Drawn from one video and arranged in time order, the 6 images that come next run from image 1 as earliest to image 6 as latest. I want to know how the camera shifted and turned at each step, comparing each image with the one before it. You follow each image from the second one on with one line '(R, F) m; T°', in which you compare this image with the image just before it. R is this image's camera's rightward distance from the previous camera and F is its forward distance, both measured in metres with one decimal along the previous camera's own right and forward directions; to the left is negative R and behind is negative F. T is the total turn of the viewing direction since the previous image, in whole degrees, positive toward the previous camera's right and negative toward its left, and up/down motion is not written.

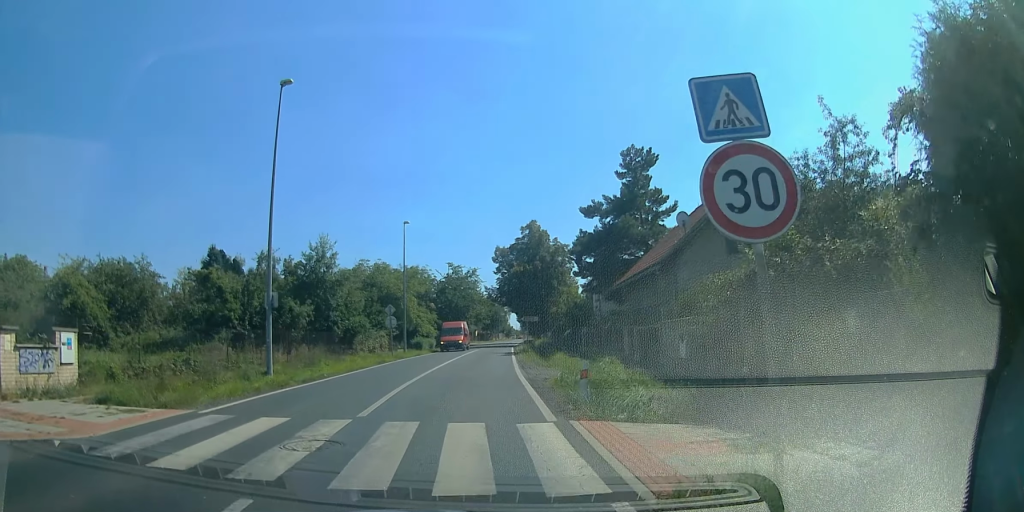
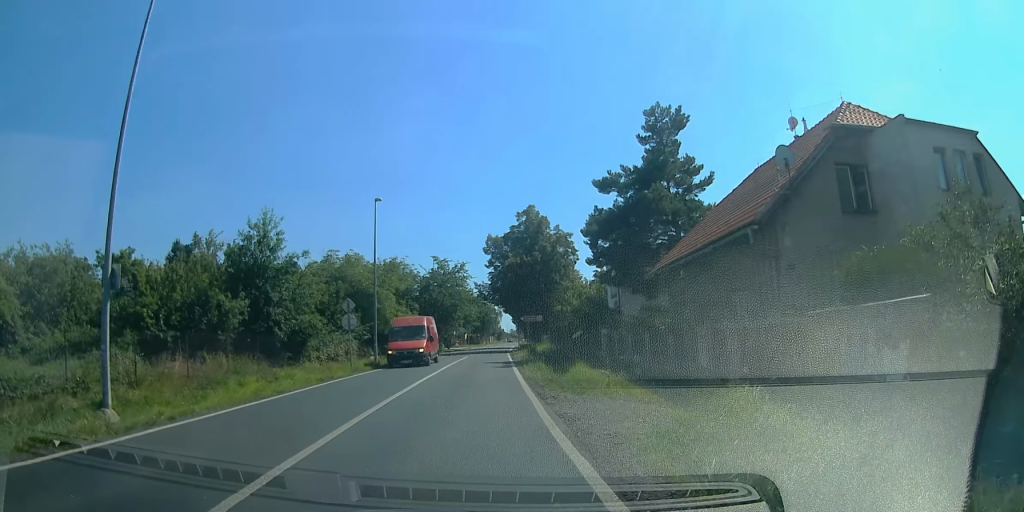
(0.0, +9.1) m; 0°
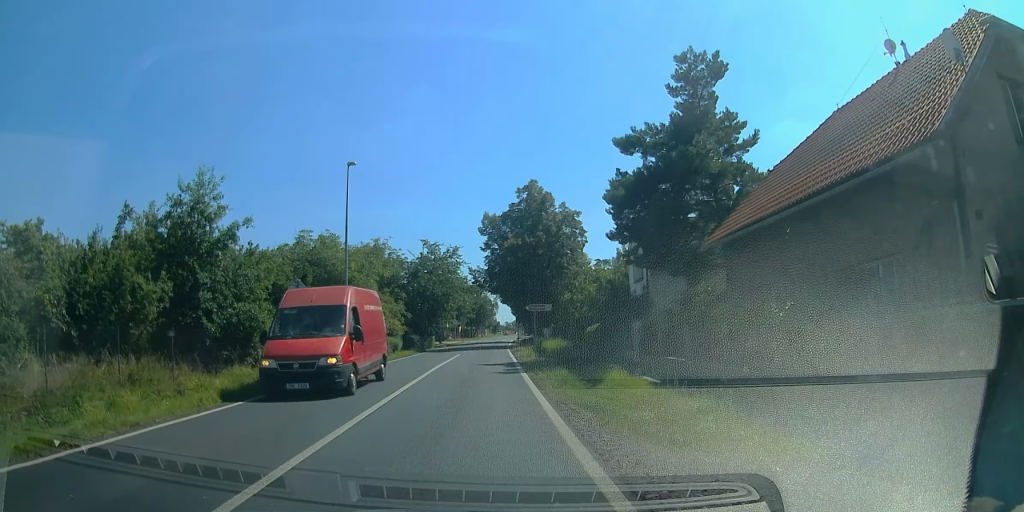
(0.0, +7.0) m; +3°
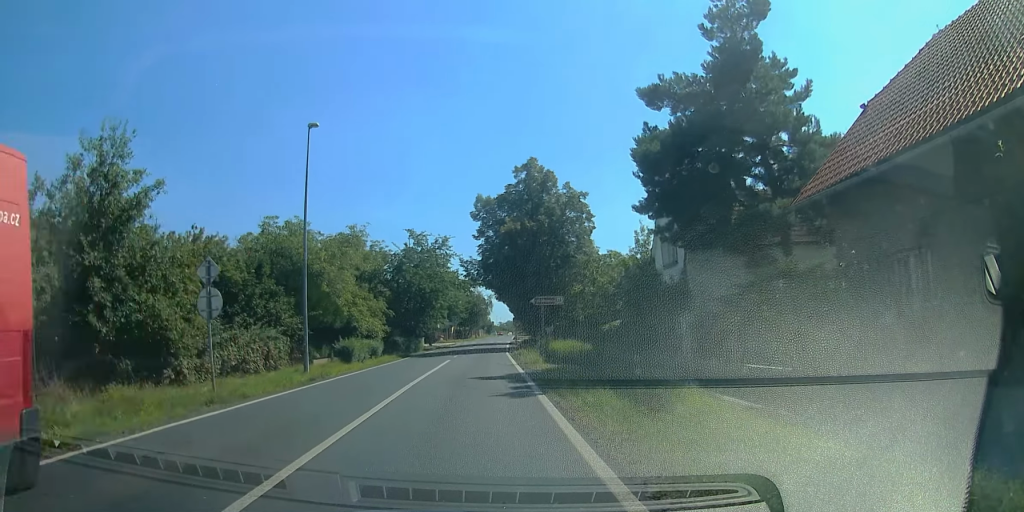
(+0.2, +6.3) m; +2°
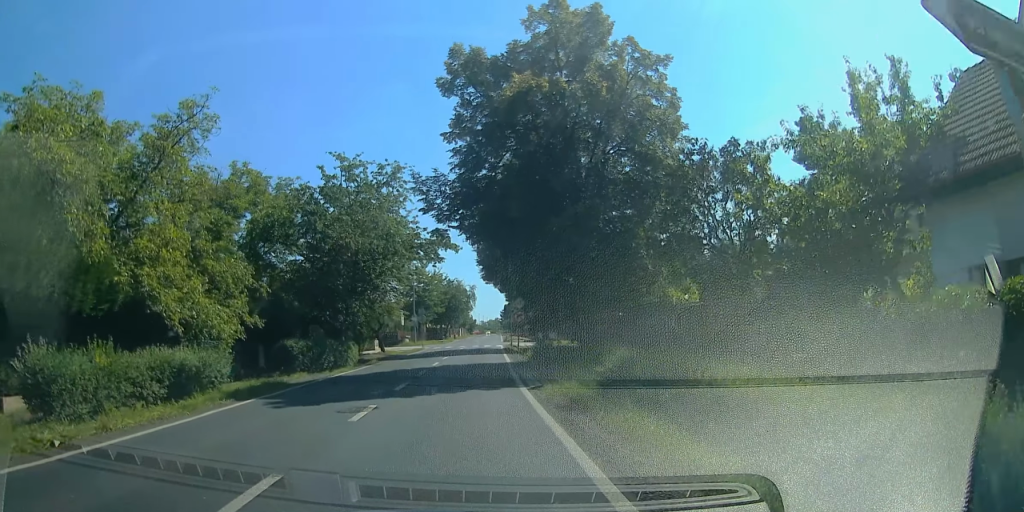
(-0.2, +21.4) m; 0°
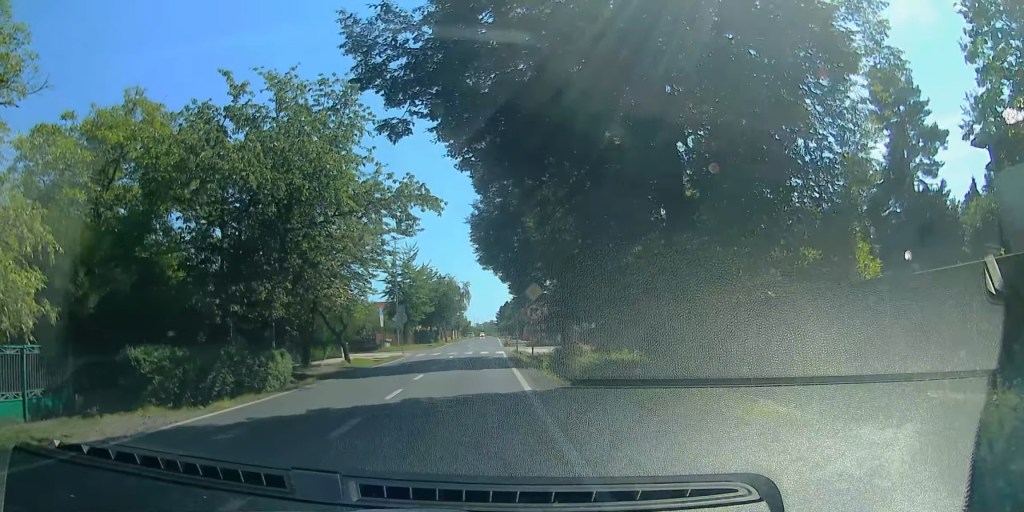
(+0.4, +9.7) m; +1°
